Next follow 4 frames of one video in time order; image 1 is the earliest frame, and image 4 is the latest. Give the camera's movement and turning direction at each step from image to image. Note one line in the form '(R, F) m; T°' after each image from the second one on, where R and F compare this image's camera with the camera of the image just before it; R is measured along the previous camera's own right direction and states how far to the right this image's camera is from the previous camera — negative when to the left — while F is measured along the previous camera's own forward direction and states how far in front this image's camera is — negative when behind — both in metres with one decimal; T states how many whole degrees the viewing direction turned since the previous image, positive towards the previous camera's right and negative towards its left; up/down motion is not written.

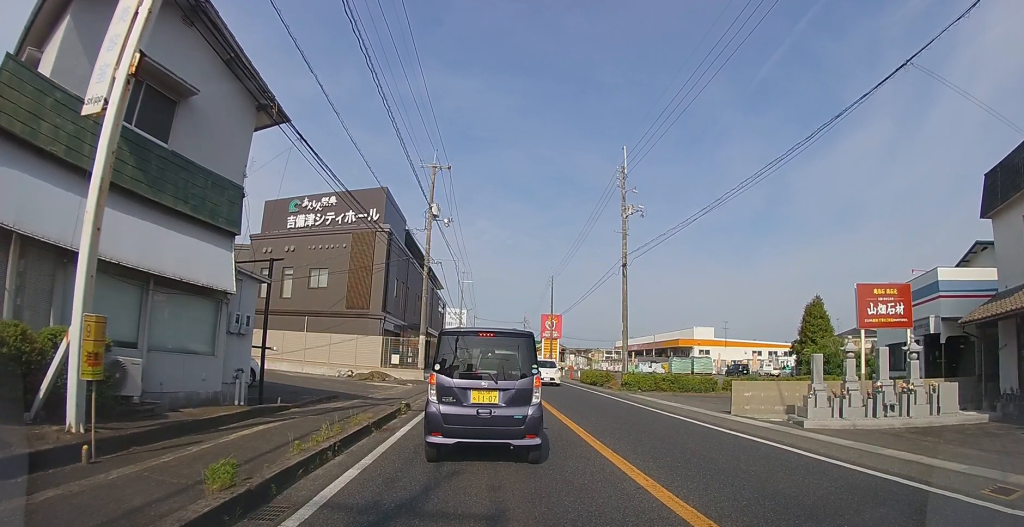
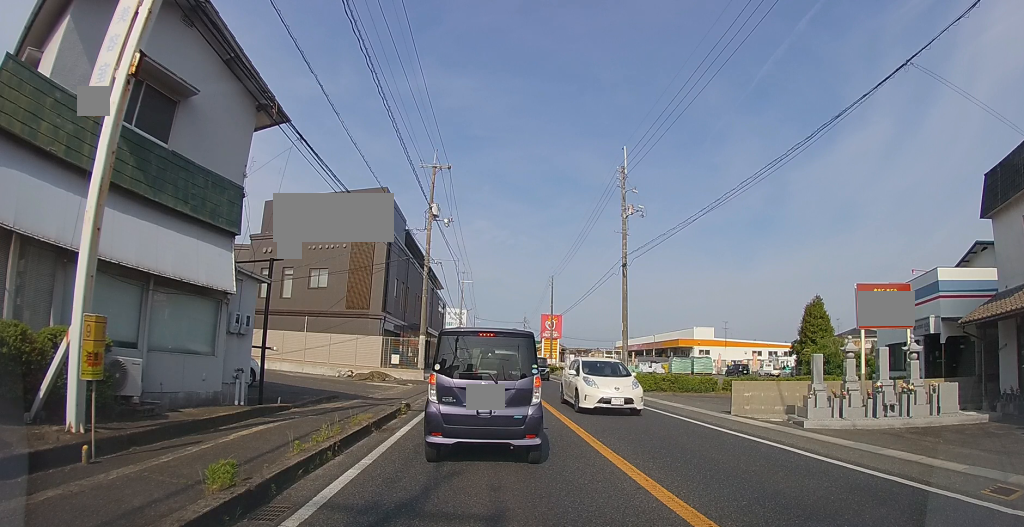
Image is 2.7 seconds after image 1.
(0.0, +0.3) m; 0°
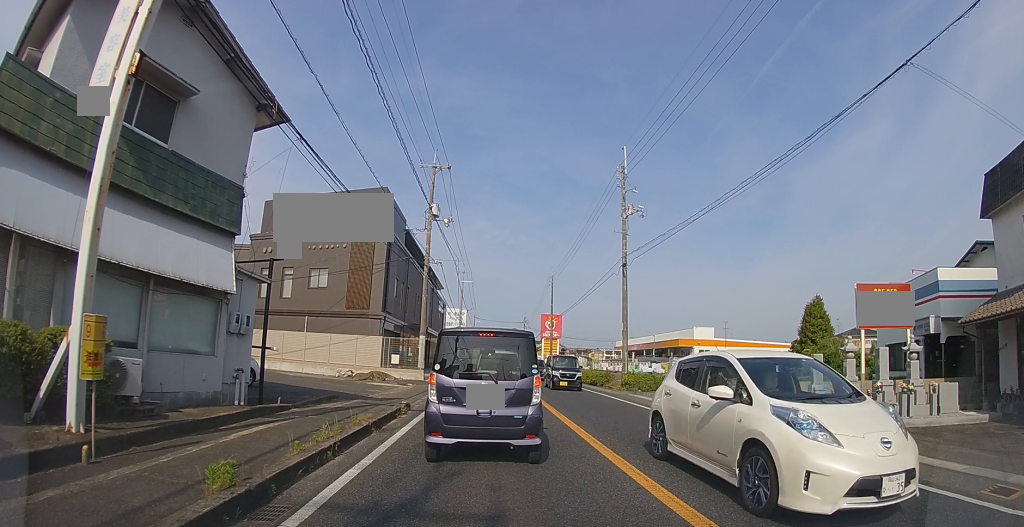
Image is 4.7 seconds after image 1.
(0.0, 0.0) m; 0°
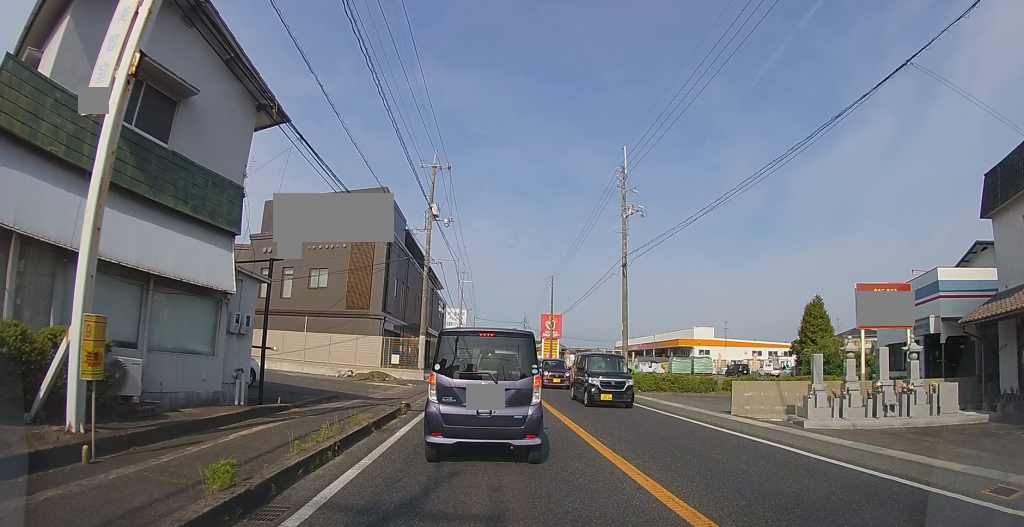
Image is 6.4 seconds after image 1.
(0.0, 0.0) m; 0°
